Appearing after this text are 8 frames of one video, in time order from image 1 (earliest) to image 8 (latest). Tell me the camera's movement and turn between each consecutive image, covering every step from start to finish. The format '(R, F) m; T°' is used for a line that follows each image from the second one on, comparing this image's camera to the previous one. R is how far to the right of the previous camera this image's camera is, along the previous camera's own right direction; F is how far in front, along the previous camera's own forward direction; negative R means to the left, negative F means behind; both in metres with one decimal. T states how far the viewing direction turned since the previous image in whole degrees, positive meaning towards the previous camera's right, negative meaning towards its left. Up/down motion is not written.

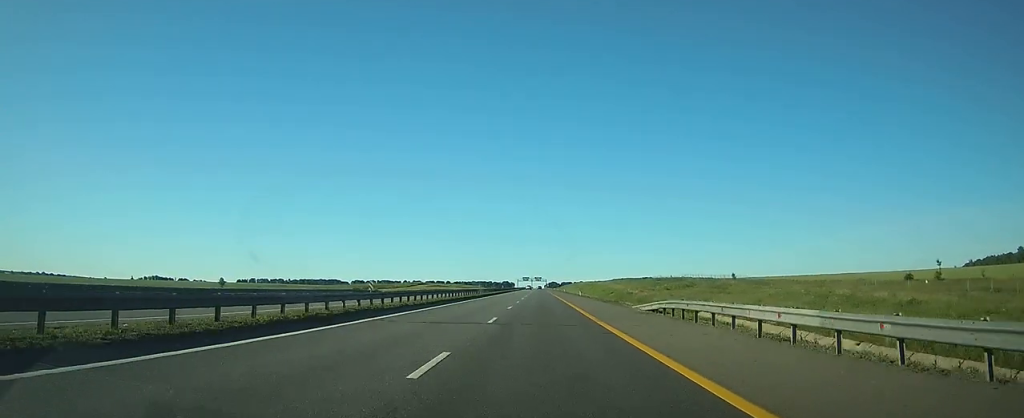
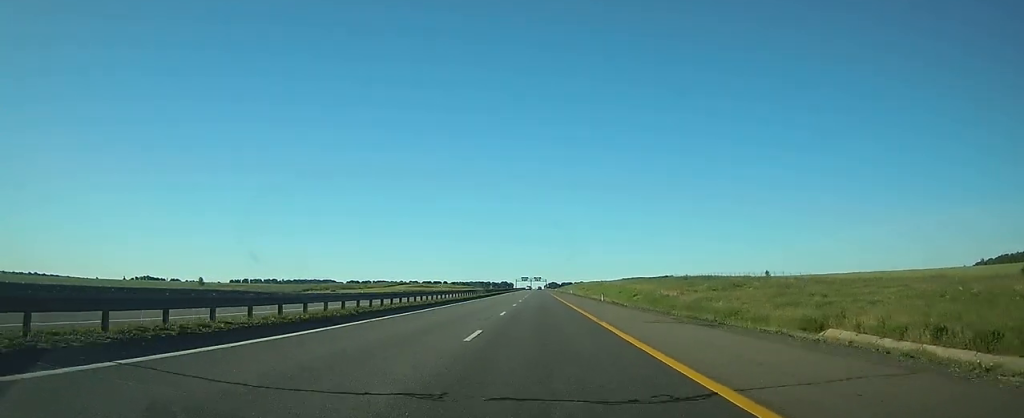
(0.0, +30.2) m; 0°
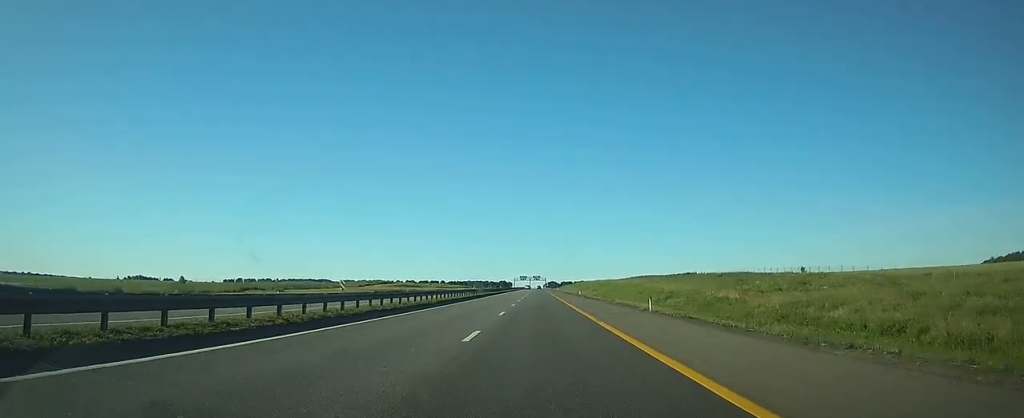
(0.0, +23.9) m; 0°
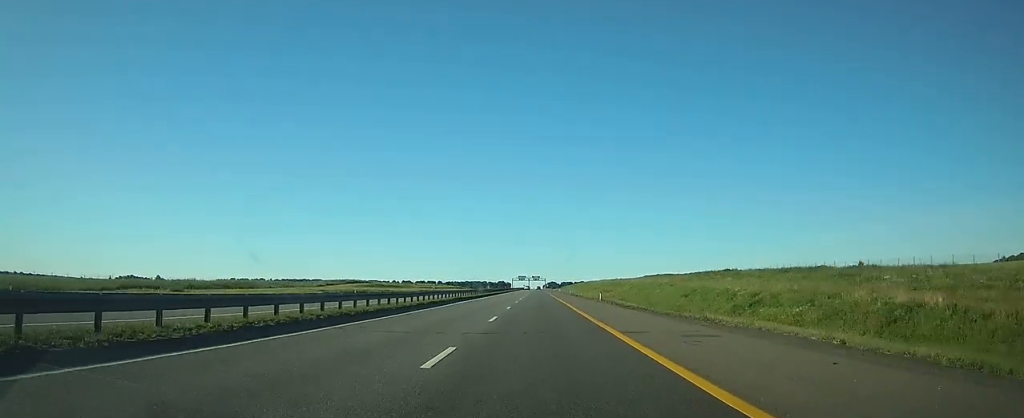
(-0.1, +28.1) m; 0°
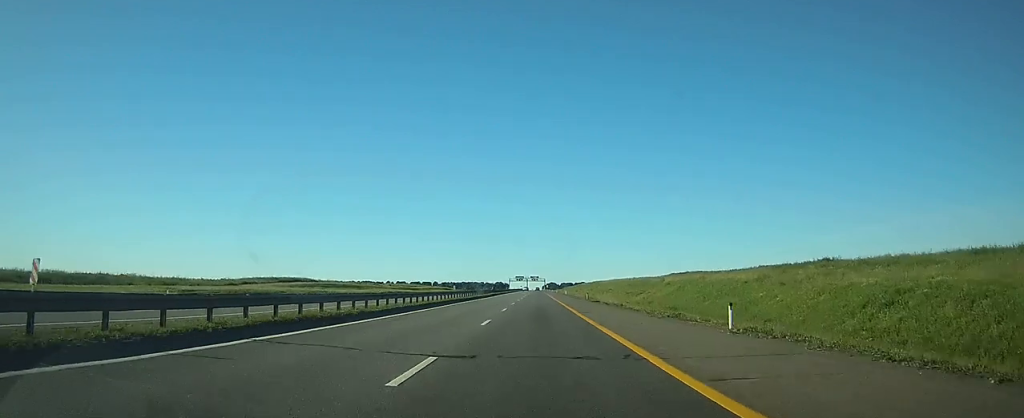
(+0.1, +37.4) m; 0°
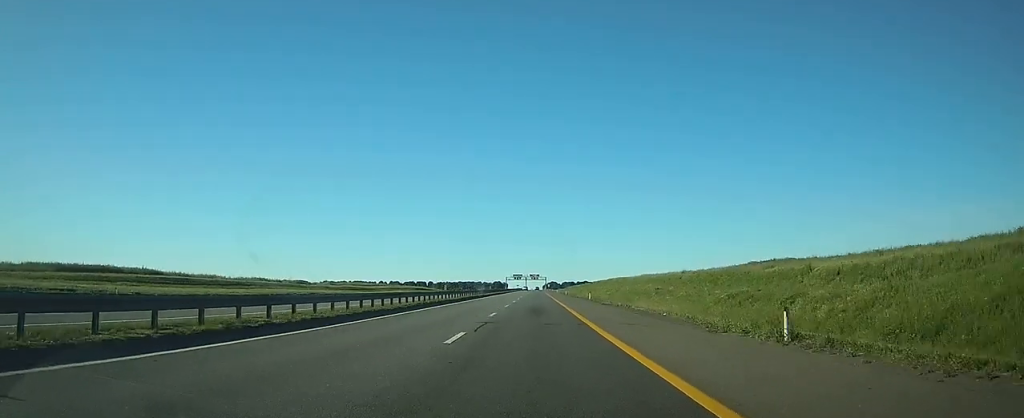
(+0.1, +54.1) m; 0°
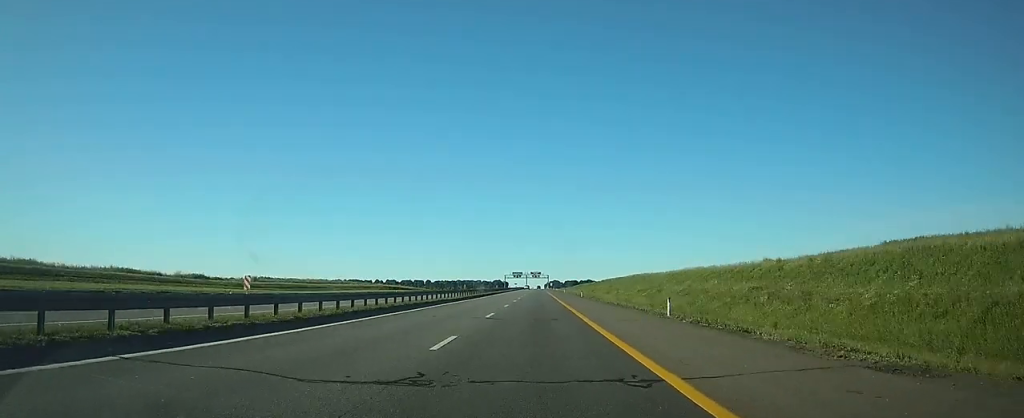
(-0.1, +37.4) m; 0°
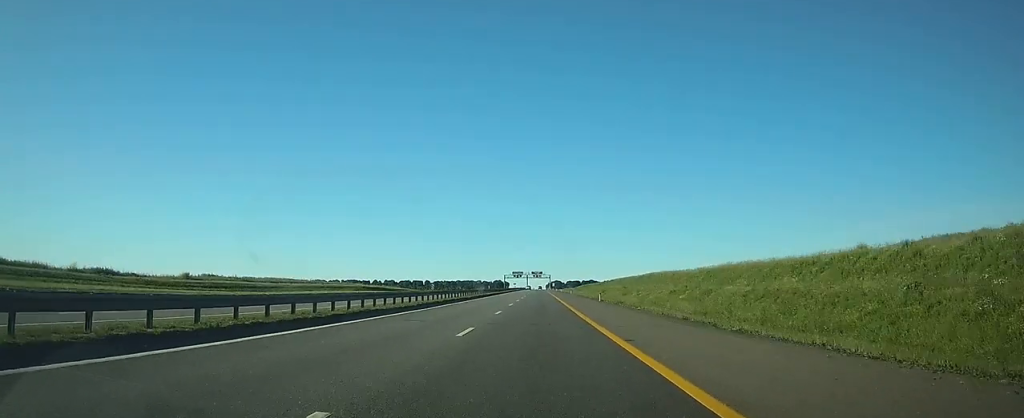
(+0.1, +20.8) m; 0°
